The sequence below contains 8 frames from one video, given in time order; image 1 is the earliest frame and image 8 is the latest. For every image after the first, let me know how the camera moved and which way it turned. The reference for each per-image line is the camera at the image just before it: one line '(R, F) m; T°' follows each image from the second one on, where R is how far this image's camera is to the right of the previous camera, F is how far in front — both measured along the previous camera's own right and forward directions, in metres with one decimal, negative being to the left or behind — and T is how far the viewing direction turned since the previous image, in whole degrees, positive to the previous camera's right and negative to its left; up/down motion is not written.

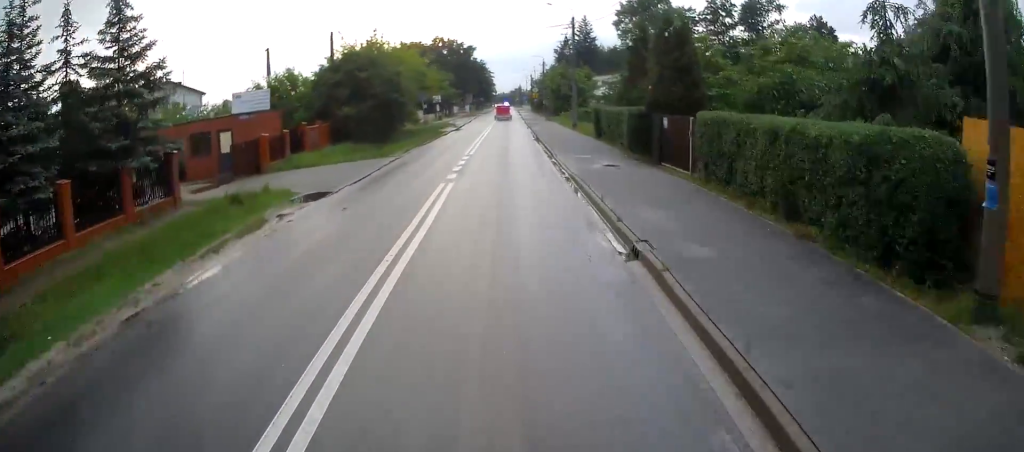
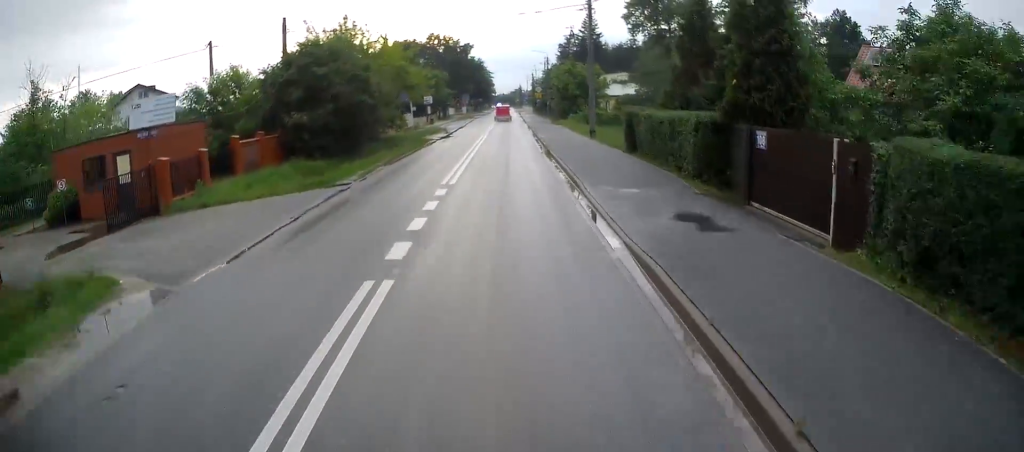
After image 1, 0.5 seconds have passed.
(-0.2, +8.7) m; 0°
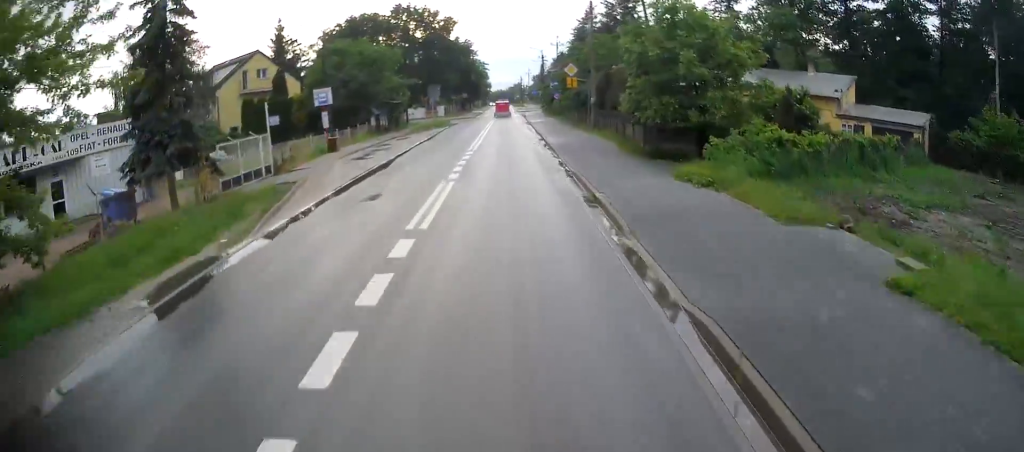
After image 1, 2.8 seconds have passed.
(-0.3, +40.2) m; -1°
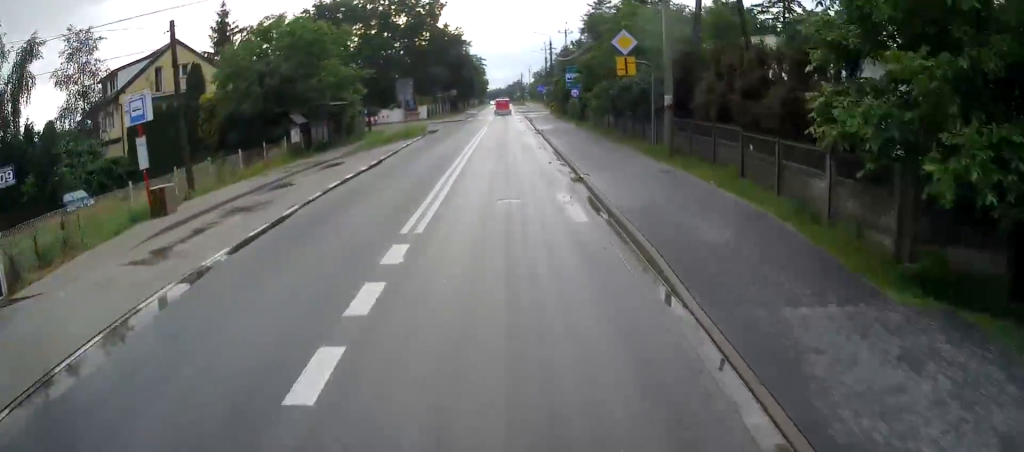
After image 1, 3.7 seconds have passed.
(+0.1, +16.5) m; +1°
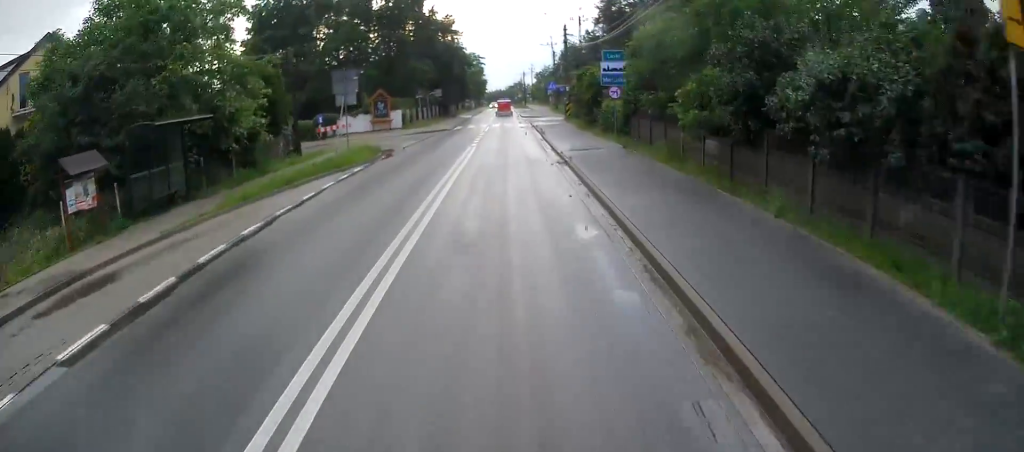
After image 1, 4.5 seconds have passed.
(0.0, +15.6) m; 0°
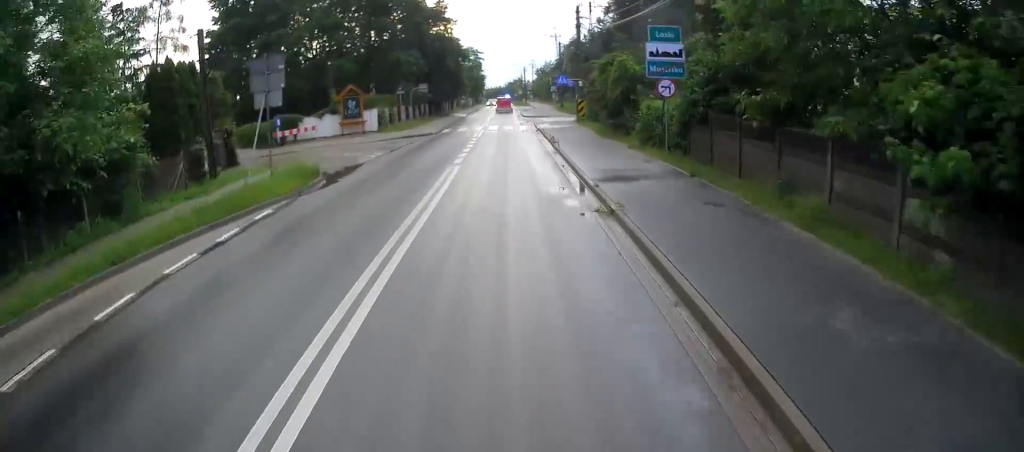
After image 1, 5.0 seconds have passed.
(0.0, +8.9) m; 0°
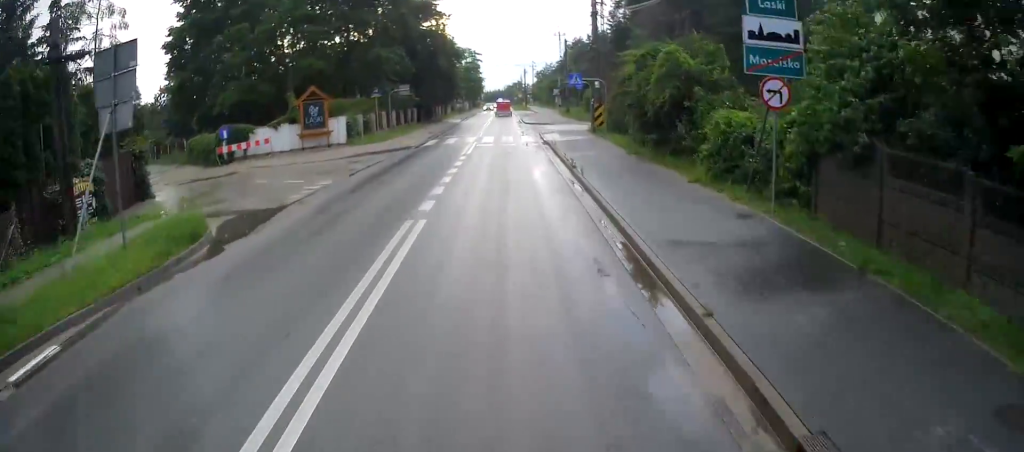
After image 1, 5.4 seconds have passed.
(0.0, +7.7) m; 0°
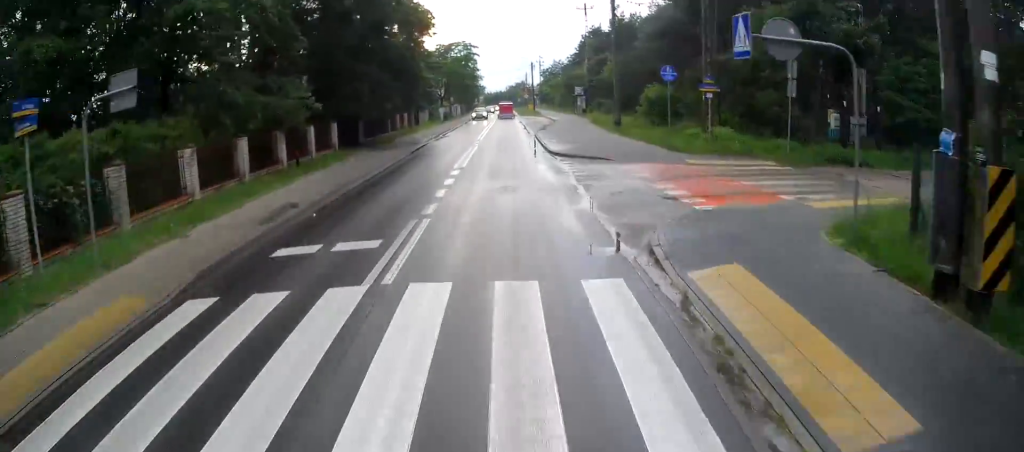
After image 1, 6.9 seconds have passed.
(+0.3, +27.3) m; +1°
